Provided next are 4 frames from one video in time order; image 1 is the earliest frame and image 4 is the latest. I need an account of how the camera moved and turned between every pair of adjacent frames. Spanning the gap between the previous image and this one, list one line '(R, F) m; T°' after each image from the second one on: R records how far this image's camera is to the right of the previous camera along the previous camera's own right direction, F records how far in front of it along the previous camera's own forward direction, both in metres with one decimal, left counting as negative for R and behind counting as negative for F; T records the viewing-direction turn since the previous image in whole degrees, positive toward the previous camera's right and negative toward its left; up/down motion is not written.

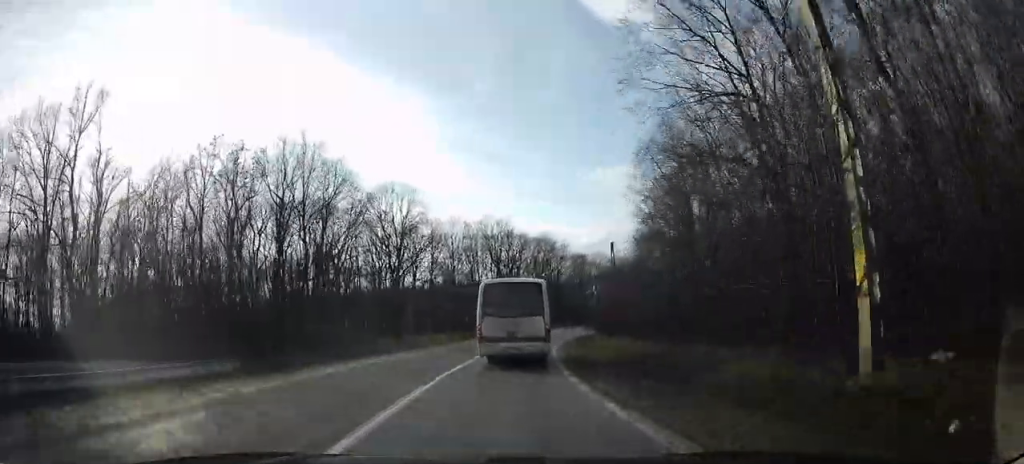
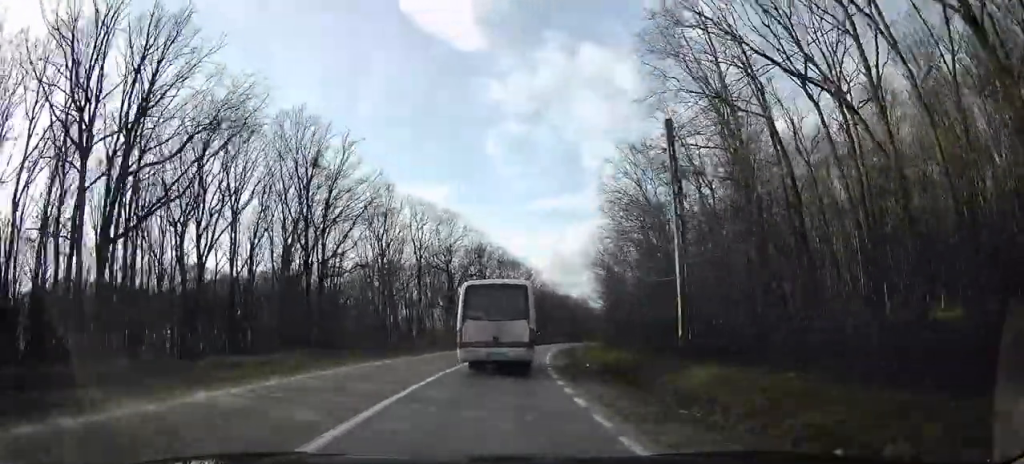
(+8.7, +75.1) m; +23°
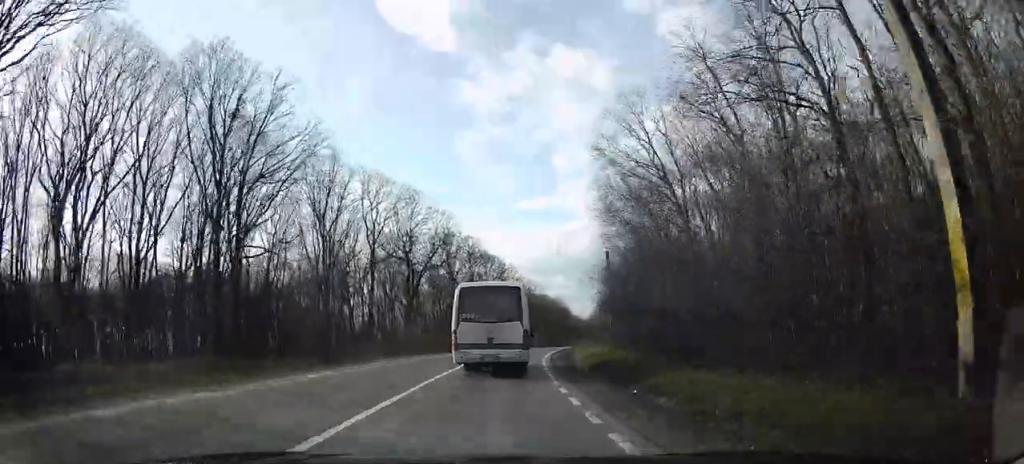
(+2.2, +12.9) m; +7°
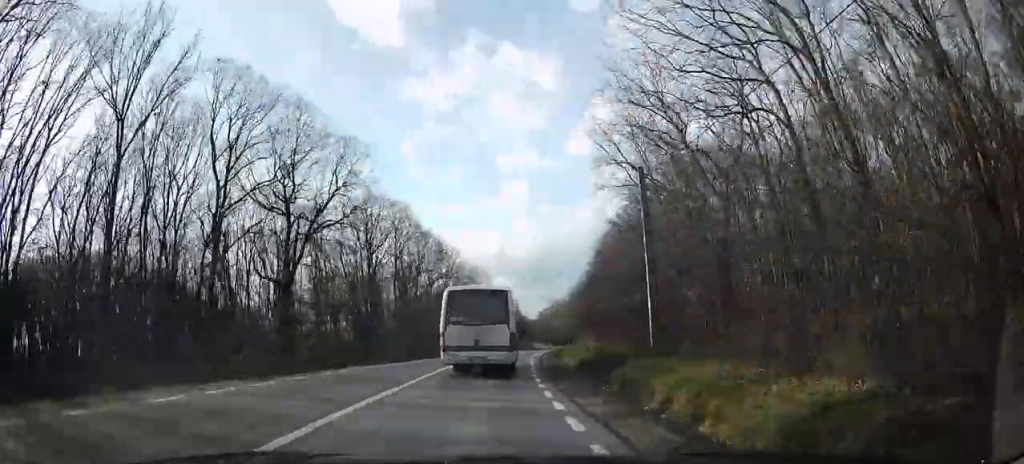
(+0.2, +24.0) m; +4°
